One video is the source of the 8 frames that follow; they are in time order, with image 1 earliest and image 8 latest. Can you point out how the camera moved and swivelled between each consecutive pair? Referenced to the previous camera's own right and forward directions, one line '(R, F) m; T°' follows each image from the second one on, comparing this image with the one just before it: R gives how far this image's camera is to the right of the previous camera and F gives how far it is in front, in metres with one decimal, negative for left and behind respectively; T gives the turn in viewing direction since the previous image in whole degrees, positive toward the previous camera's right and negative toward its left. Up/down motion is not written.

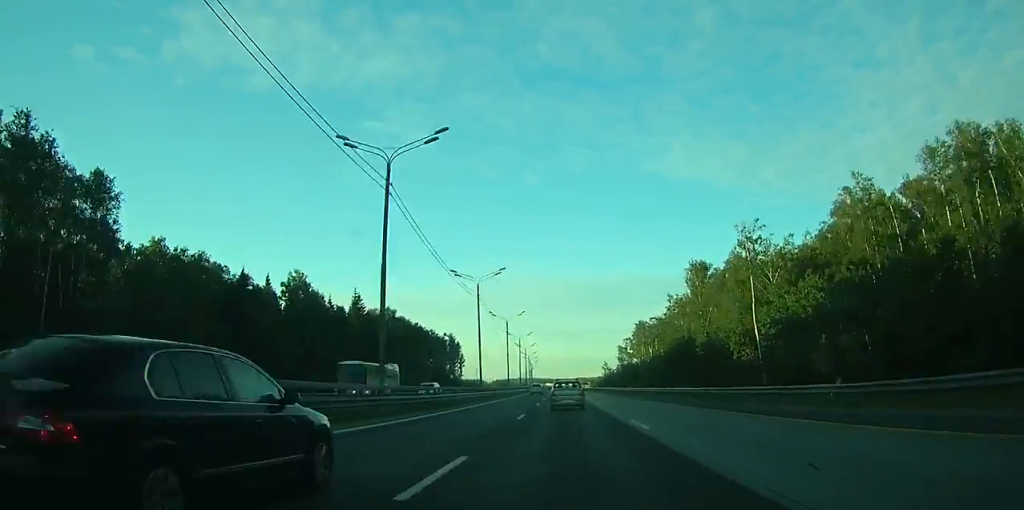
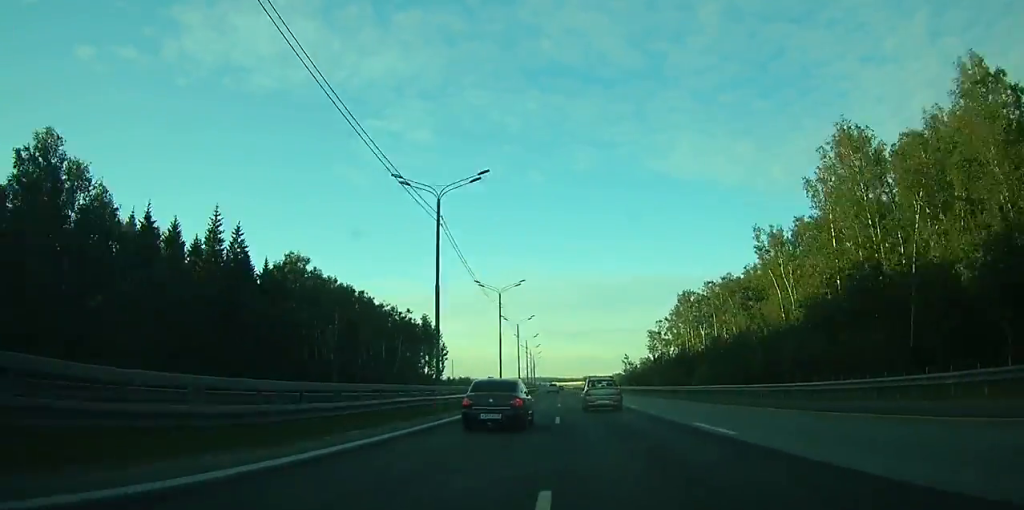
(-0.8, +65.9) m; -1°
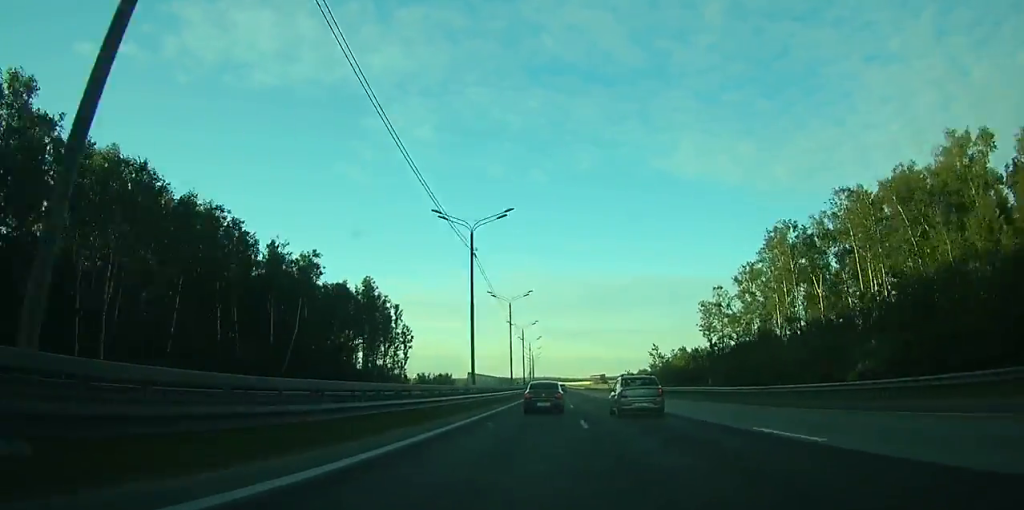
(-0.2, +62.4) m; 0°
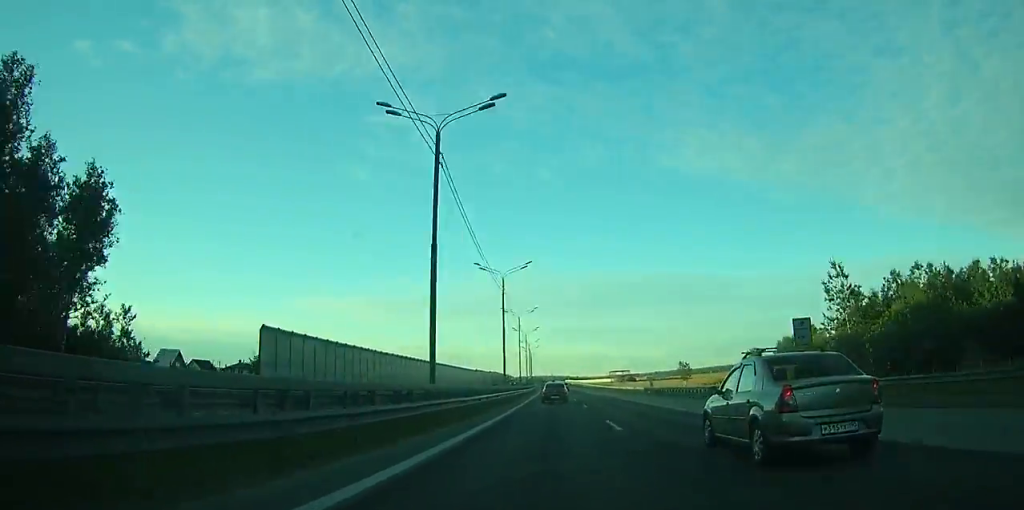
(-0.6, +123.5) m; -1°
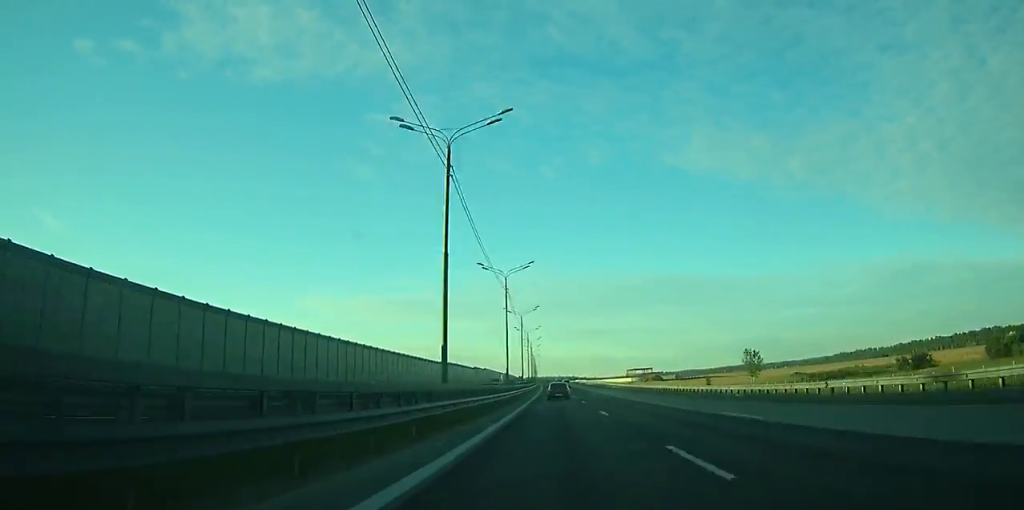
(-0.5, +73.1) m; 0°
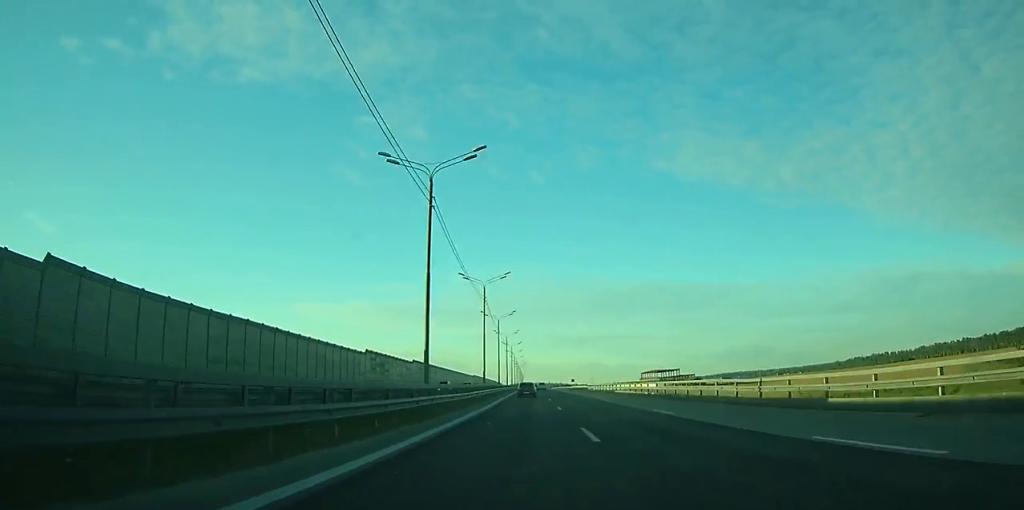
(-0.1, +107.6) m; 0°
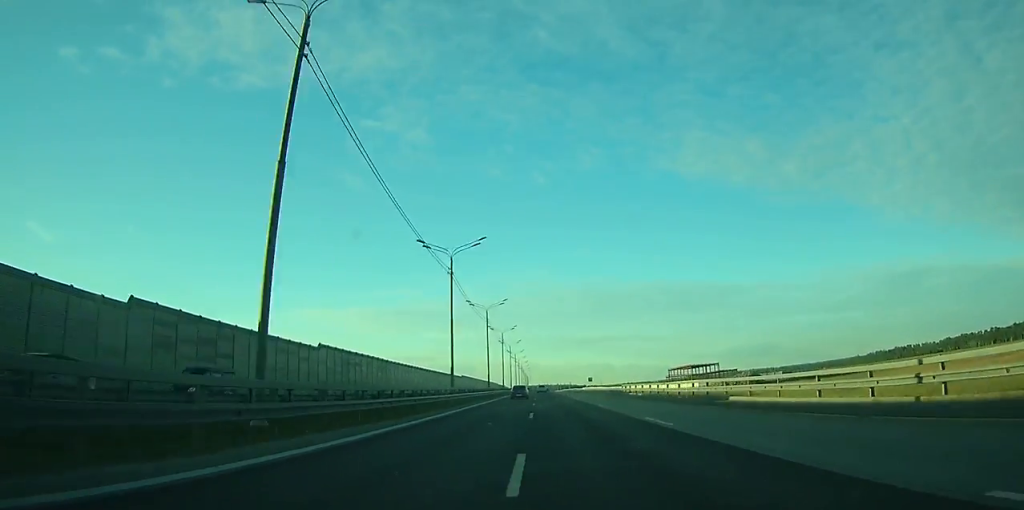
(0.0, +55.1) m; 0°
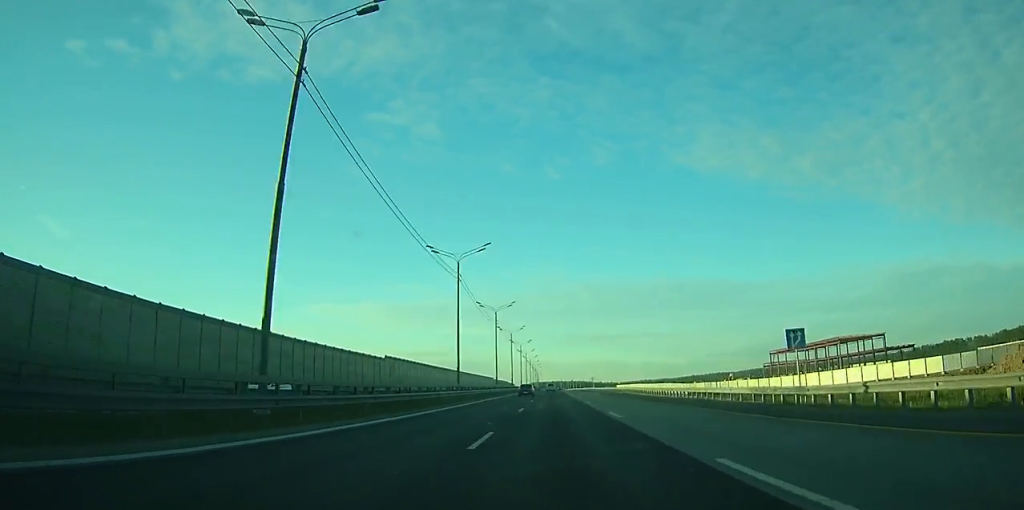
(-0.8, +115.1) m; -1°
